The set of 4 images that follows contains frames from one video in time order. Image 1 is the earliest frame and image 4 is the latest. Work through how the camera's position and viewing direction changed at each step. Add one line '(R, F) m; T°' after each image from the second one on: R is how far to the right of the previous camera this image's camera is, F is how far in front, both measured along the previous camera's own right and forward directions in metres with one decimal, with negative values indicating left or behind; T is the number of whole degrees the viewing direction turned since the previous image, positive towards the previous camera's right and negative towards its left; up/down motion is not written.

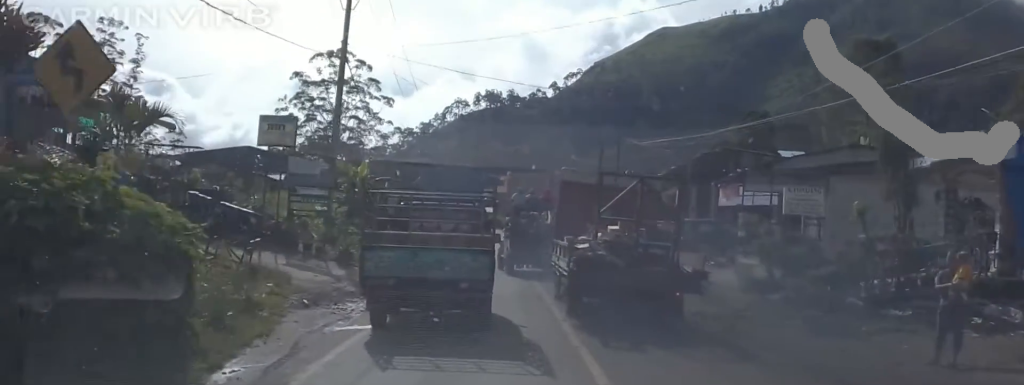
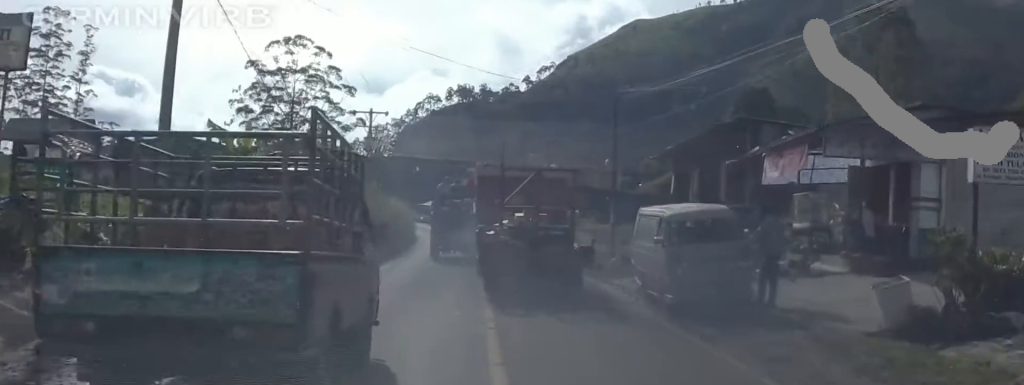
(+1.9, +10.1) m; +5°
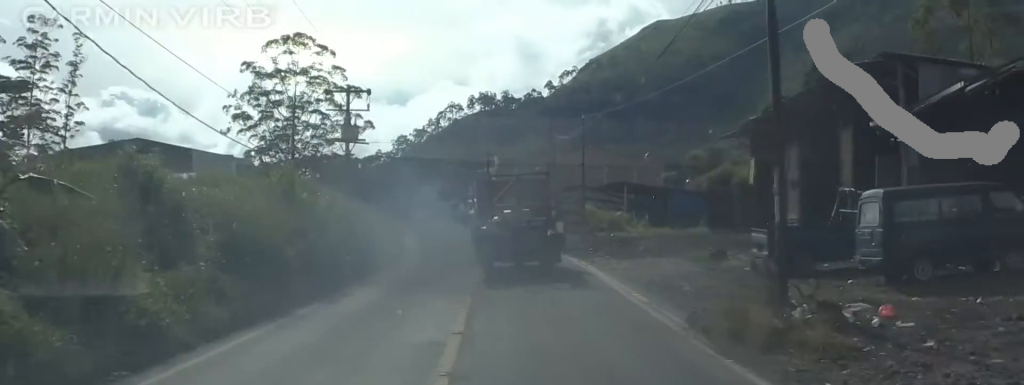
(-3.1, +15.8) m; -10°
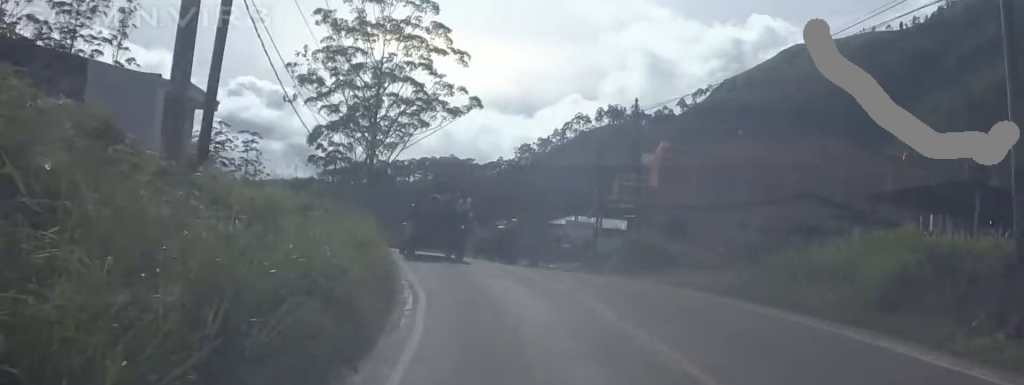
(-1.7, +38.9) m; -5°
